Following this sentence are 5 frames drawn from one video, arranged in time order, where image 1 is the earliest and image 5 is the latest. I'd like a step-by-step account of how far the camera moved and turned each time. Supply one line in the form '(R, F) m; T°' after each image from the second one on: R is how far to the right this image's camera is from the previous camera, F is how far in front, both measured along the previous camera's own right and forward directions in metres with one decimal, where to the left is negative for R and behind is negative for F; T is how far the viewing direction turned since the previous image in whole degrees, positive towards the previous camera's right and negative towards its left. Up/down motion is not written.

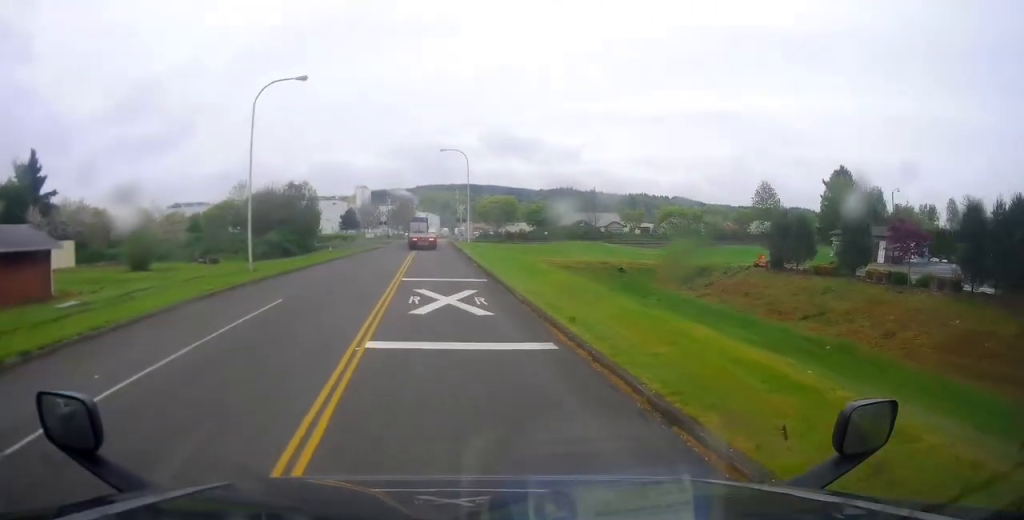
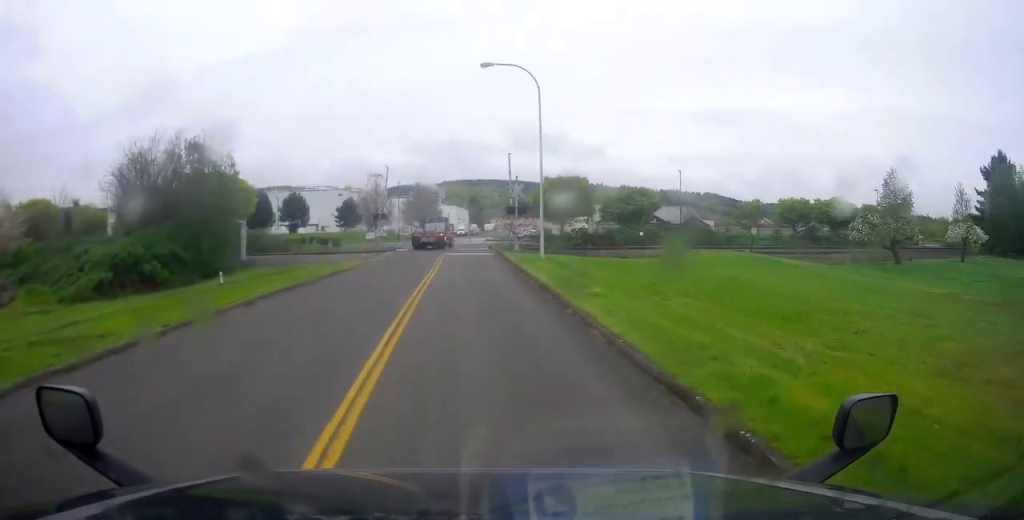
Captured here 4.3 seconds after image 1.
(+5.0, +33.6) m; +10°
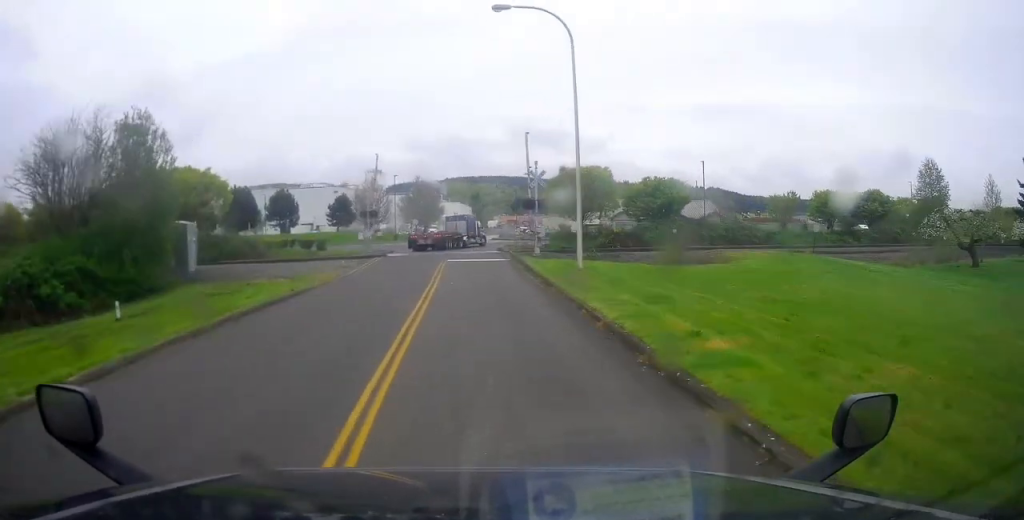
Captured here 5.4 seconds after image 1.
(-0.2, +8.5) m; +4°
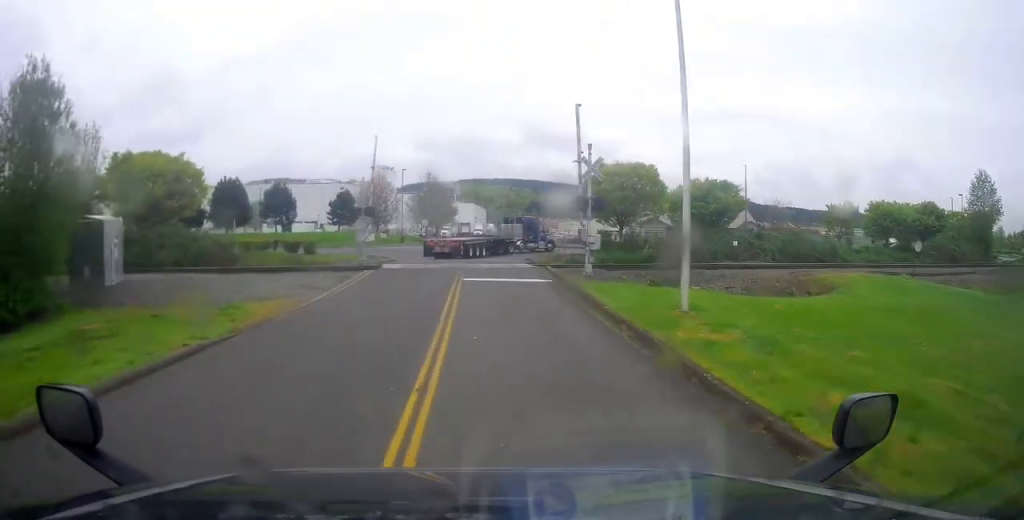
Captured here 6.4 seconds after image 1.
(+0.8, +8.7) m; +2°
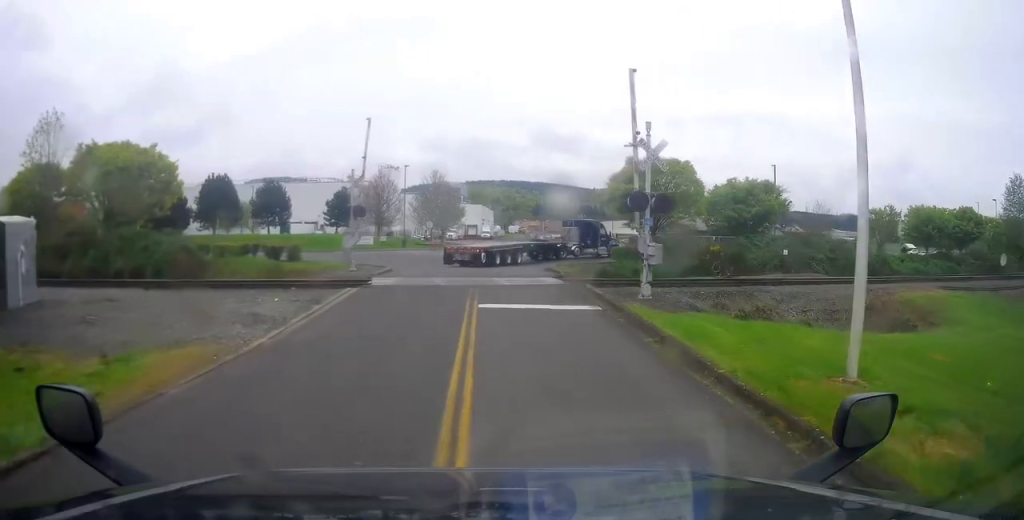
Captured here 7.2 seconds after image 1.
(-0.2, +6.1) m; -5°
